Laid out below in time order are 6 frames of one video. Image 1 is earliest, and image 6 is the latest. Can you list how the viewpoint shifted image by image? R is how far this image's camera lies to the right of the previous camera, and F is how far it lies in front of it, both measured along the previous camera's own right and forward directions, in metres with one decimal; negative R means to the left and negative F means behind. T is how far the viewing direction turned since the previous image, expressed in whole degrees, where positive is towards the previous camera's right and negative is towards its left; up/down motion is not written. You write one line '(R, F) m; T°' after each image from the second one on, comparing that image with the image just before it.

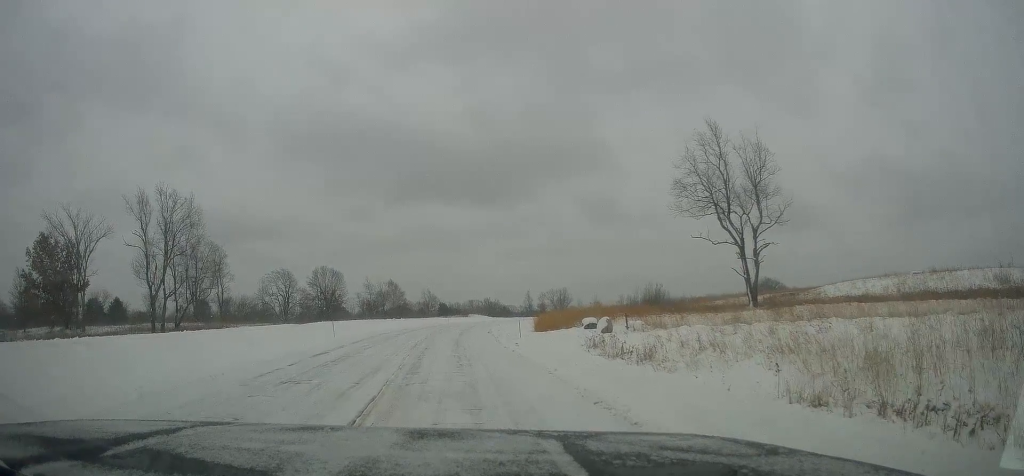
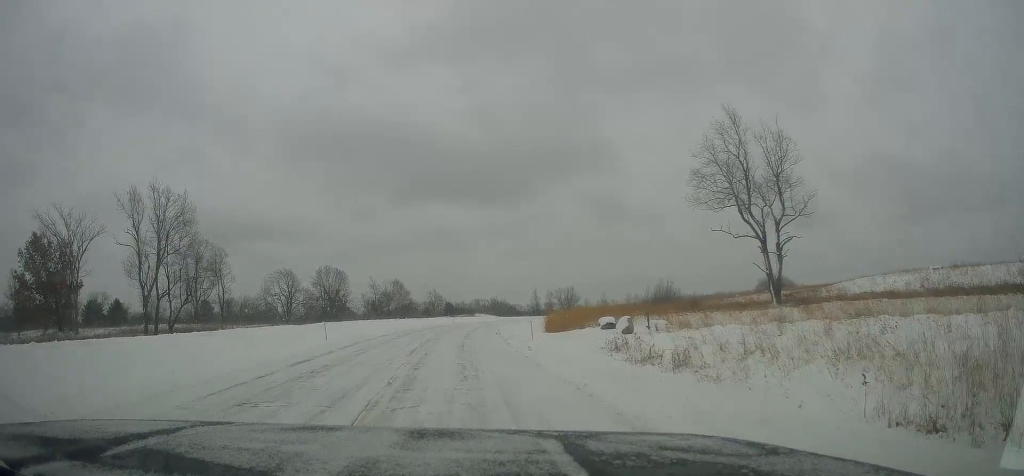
(-0.2, +2.7) m; +1°
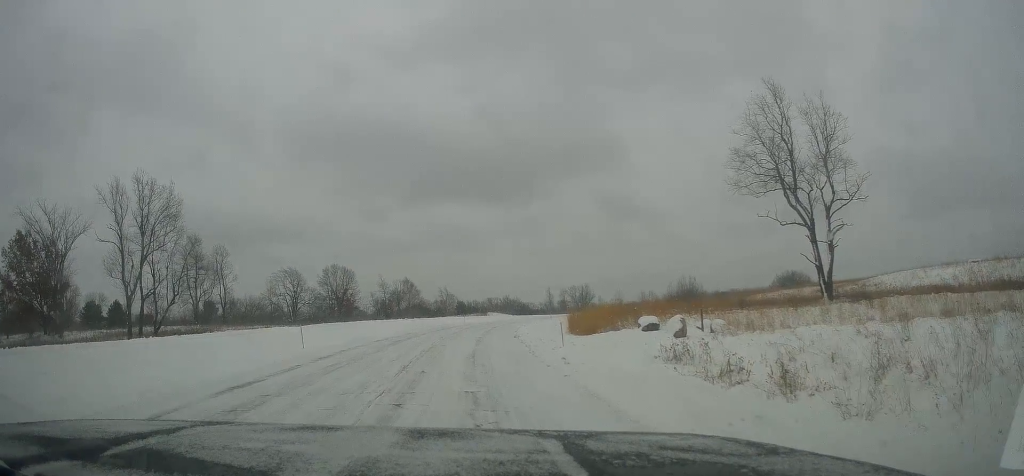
(+0.4, +5.6) m; -5°
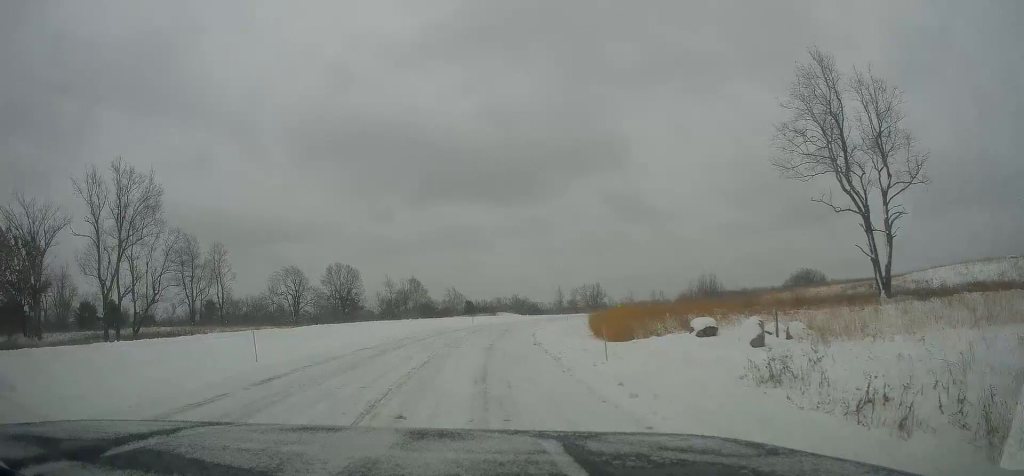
(-1.0, +6.0) m; -1°
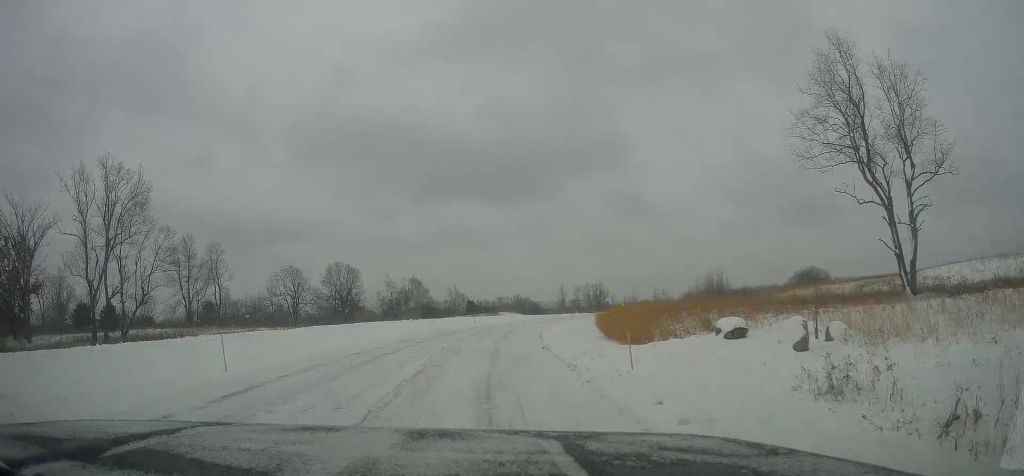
(+0.3, +2.4) m; +2°
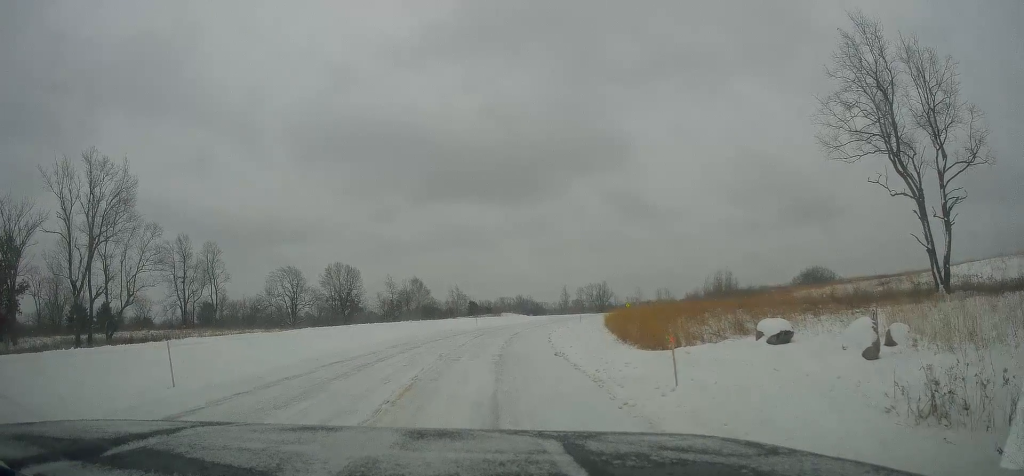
(+0.4, +2.9) m; +3°
